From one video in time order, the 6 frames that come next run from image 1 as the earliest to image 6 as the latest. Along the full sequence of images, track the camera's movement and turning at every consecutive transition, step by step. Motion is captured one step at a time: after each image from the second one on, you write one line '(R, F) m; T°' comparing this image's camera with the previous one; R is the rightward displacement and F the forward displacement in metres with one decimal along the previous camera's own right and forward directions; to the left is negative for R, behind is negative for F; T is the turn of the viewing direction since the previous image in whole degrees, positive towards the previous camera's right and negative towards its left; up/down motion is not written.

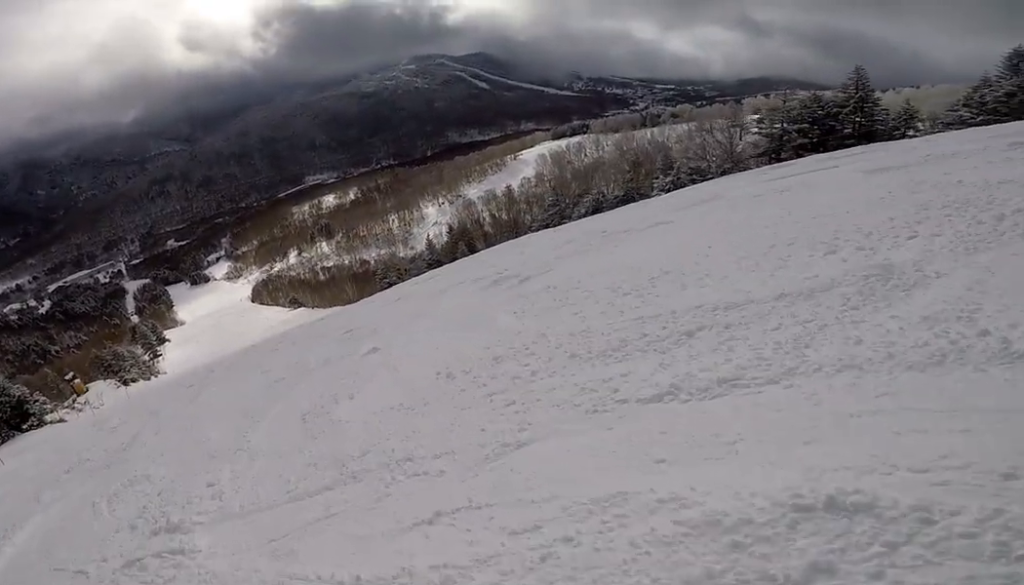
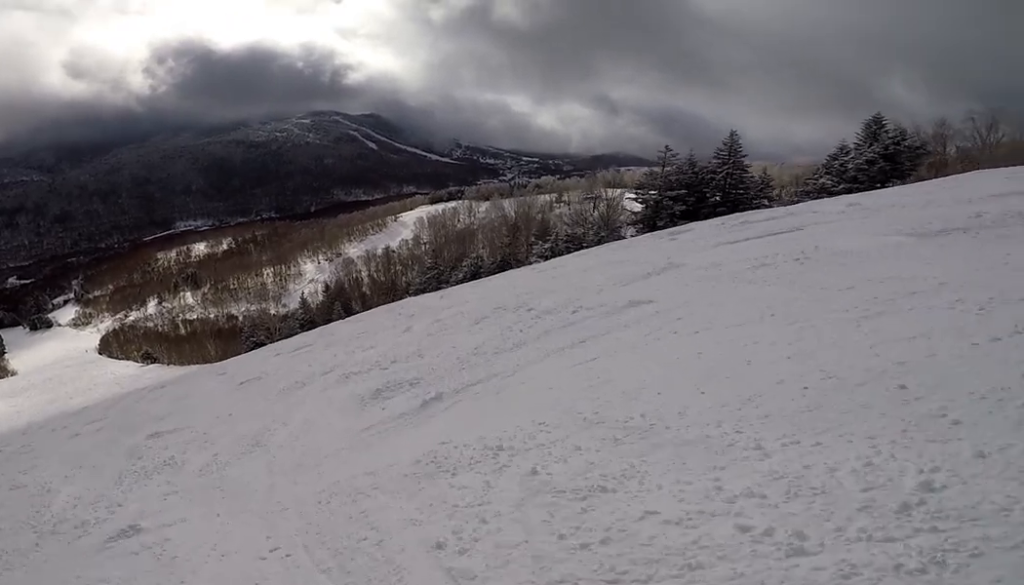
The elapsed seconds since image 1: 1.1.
(+1.2, +4.2) m; +23°
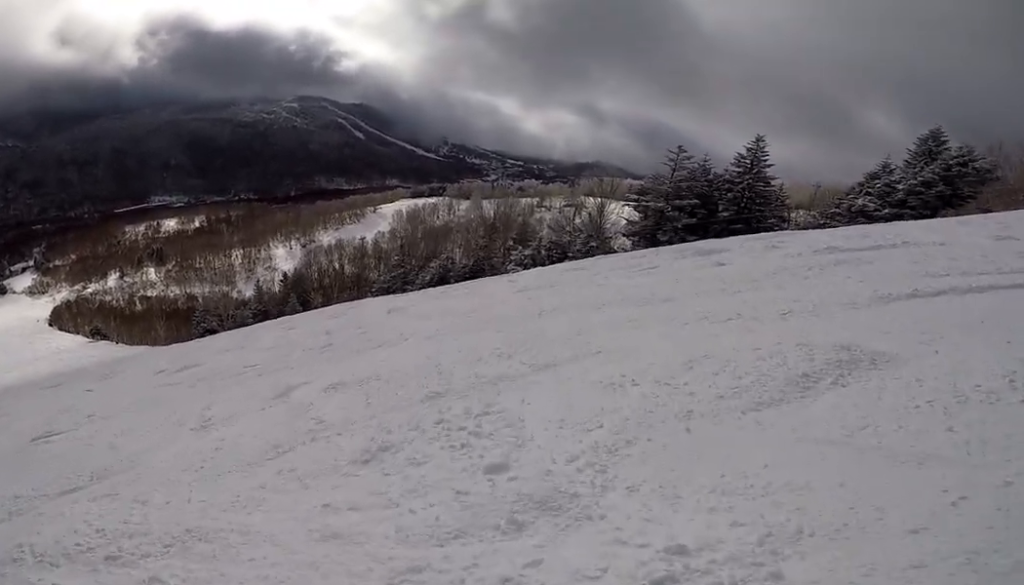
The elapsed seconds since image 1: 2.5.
(+0.3, +5.5) m; -10°
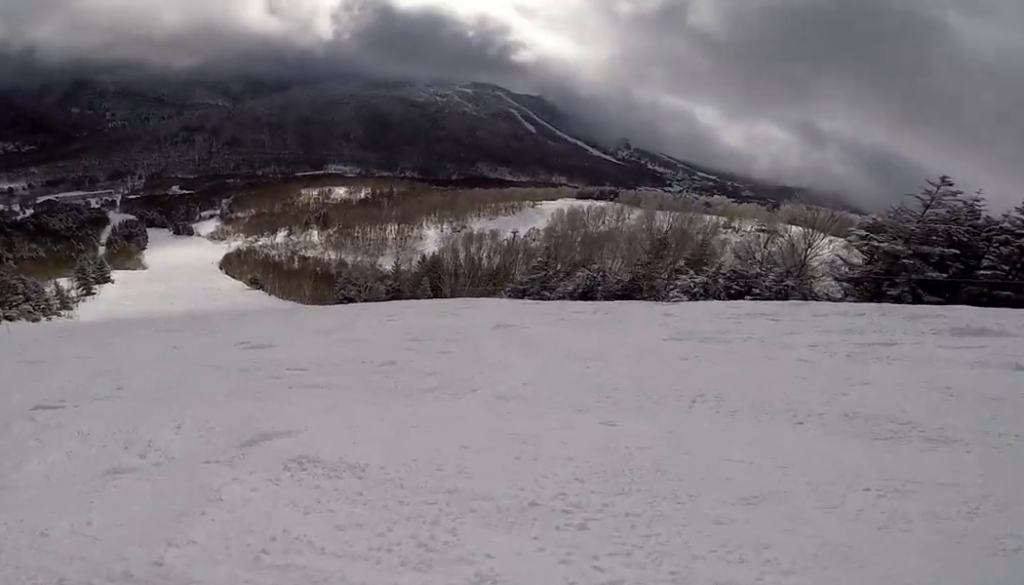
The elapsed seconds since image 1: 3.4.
(-0.5, +3.3) m; -23°
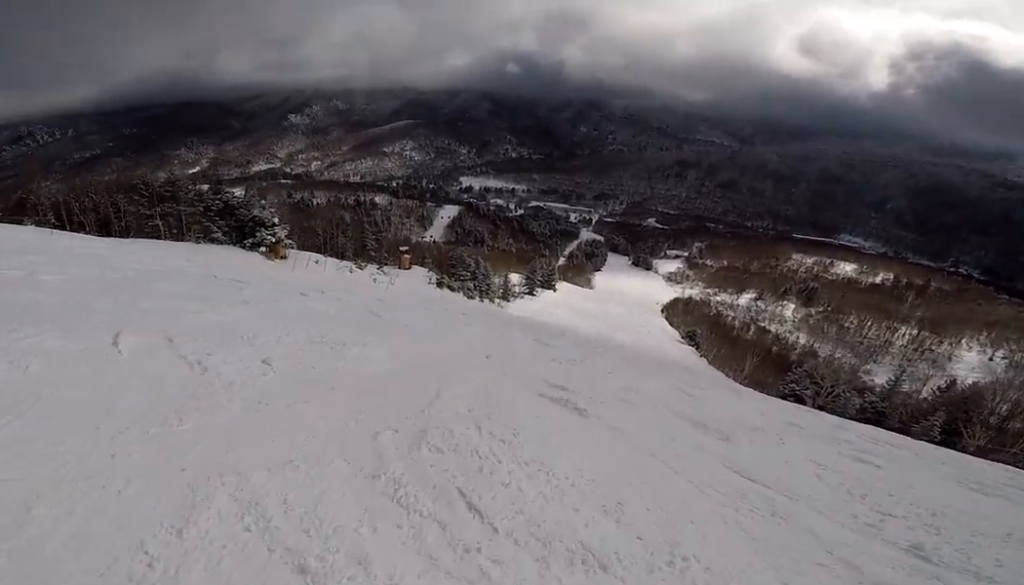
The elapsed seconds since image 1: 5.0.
(-2.7, +4.9) m; -62°
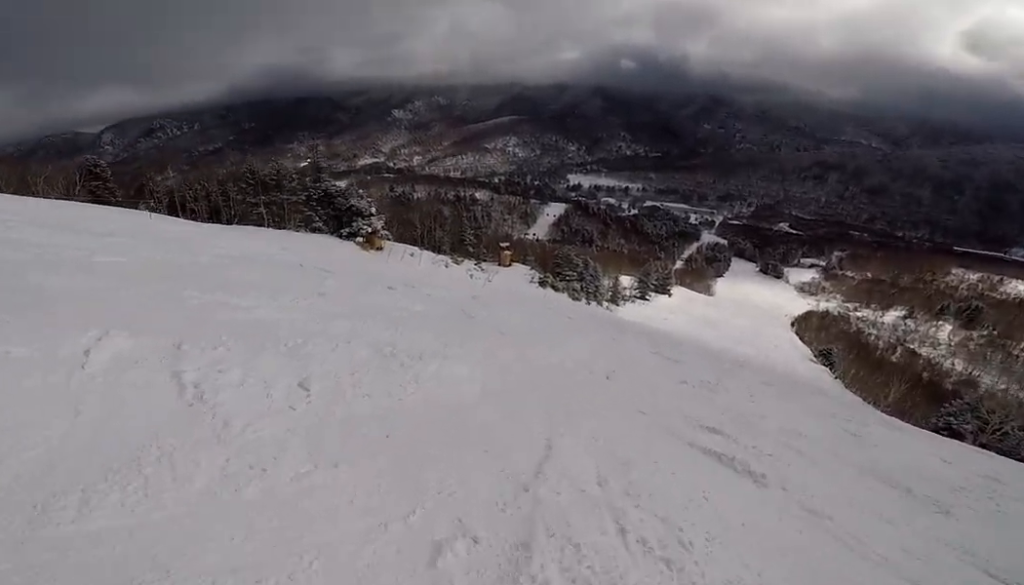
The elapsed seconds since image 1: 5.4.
(-0.4, +1.7) m; -15°
